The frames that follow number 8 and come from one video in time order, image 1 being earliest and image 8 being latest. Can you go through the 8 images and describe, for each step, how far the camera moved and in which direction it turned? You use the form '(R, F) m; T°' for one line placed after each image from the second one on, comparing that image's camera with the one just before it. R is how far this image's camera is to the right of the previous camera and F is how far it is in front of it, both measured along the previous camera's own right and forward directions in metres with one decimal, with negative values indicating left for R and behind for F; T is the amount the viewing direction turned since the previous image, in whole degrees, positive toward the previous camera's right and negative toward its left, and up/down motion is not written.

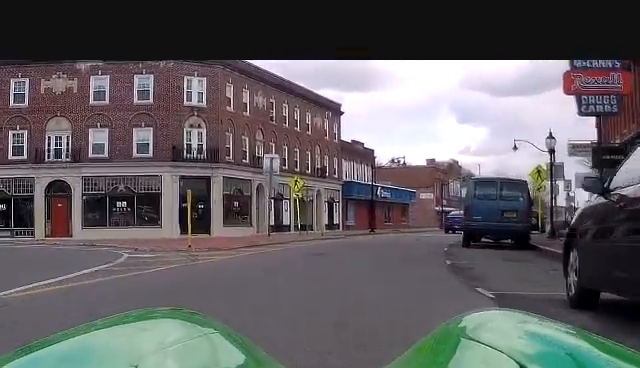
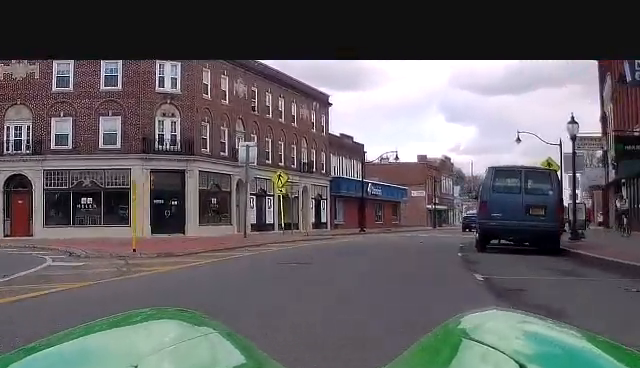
(-0.2, +4.2) m; +3°
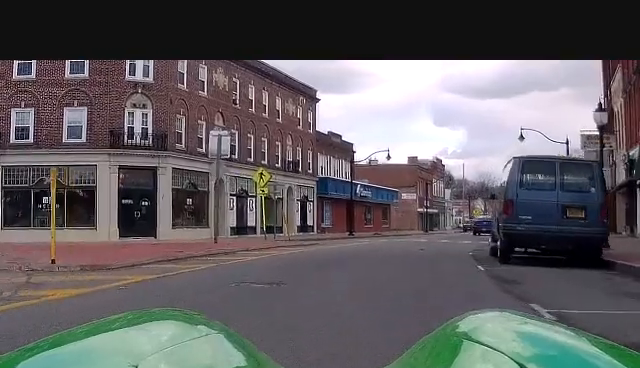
(+0.5, +3.8) m; +5°
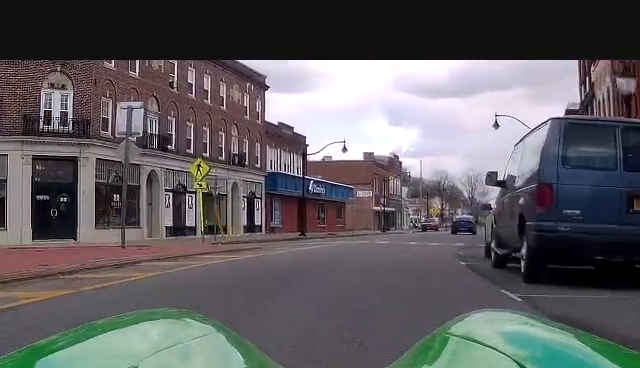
(+0.3, +5.2) m; +3°
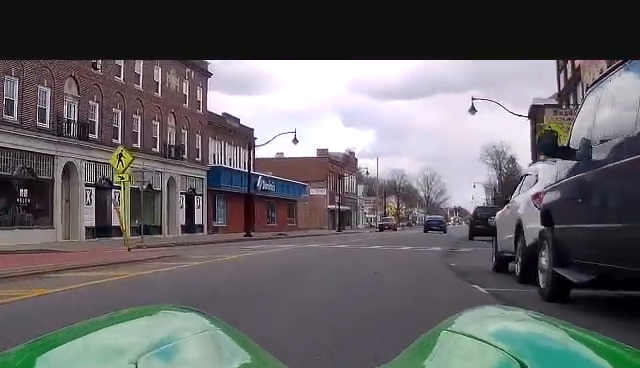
(0.0, +5.8) m; 0°
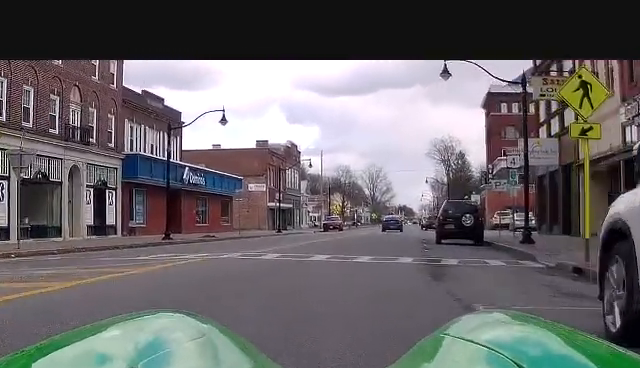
(0.0, +7.5) m; 0°
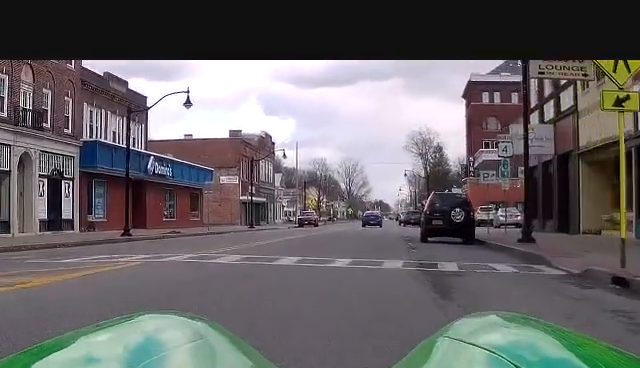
(0.0, +3.1) m; 0°
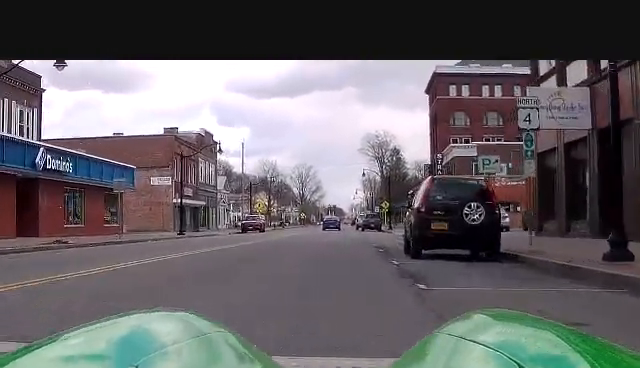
(0.0, +9.9) m; 0°
